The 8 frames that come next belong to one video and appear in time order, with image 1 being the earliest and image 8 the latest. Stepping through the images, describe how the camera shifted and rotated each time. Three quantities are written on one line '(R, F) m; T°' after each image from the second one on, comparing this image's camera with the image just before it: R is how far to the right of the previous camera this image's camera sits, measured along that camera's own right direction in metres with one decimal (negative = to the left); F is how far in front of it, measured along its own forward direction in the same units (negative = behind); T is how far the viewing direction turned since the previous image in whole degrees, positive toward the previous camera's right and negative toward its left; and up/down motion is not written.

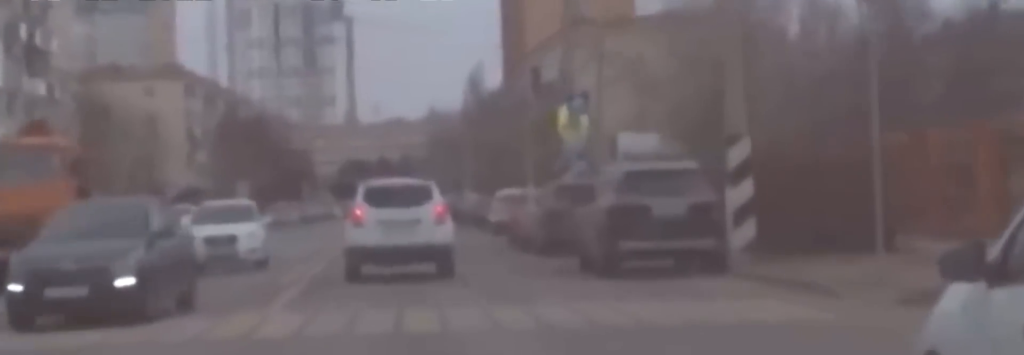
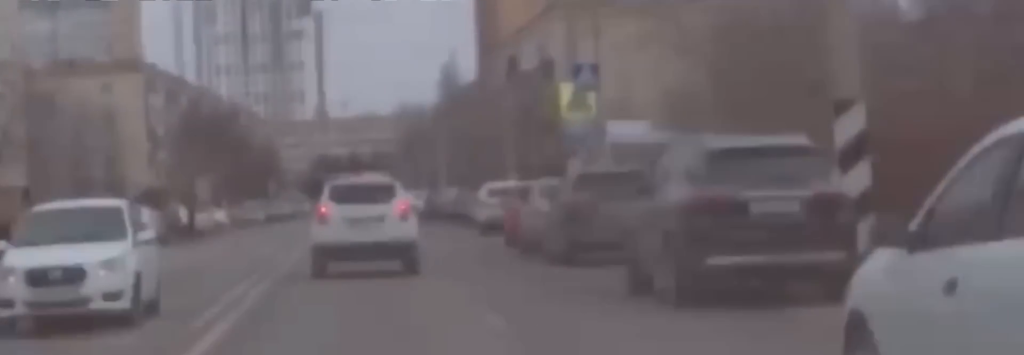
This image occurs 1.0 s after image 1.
(0.0, +11.5) m; 0°
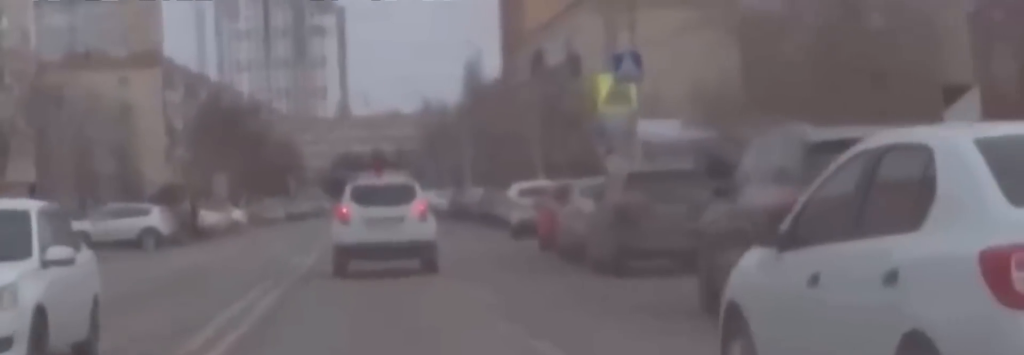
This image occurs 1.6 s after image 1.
(-0.3, +5.4) m; 0°
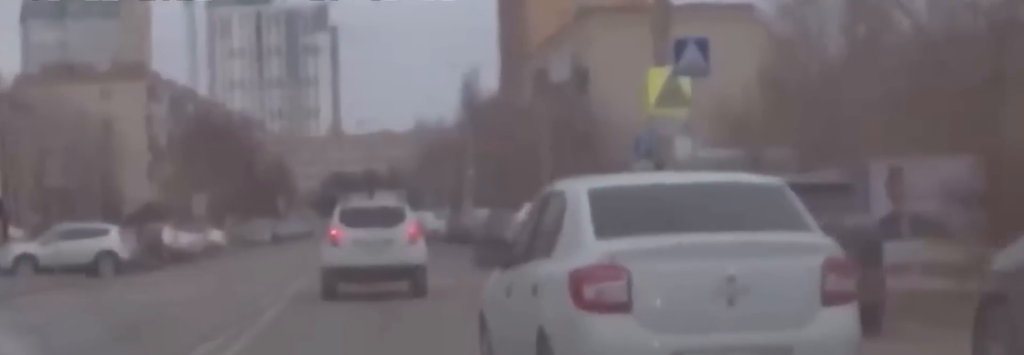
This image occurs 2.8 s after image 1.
(+0.8, +12.0) m; +4°
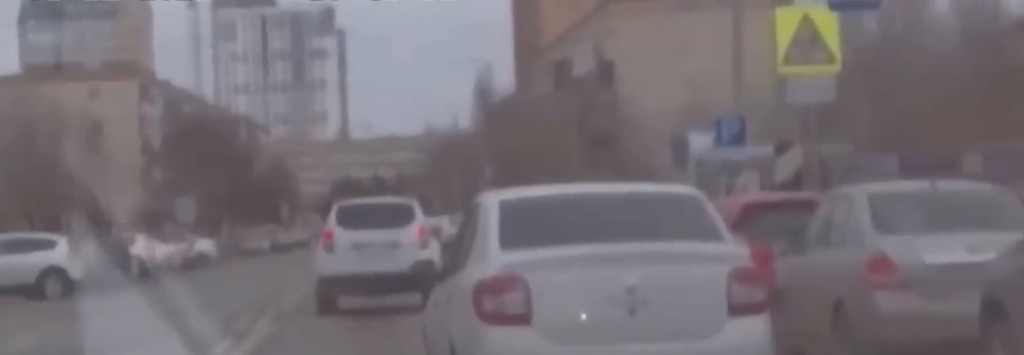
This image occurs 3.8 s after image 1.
(0.0, +9.5) m; 0°
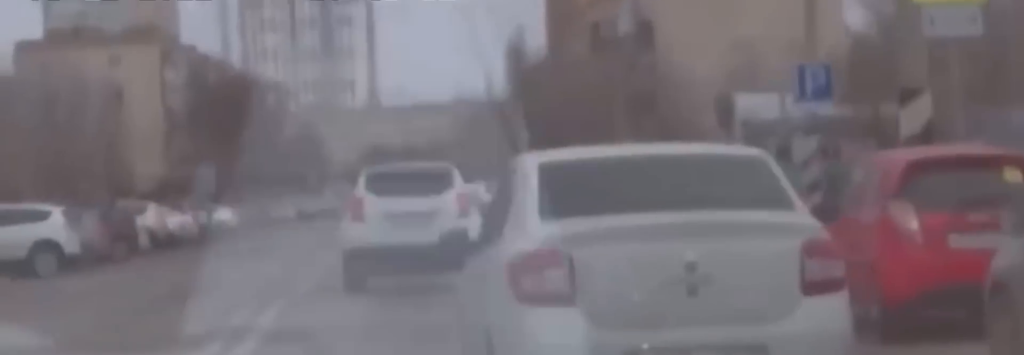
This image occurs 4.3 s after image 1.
(0.0, +3.7) m; 0°
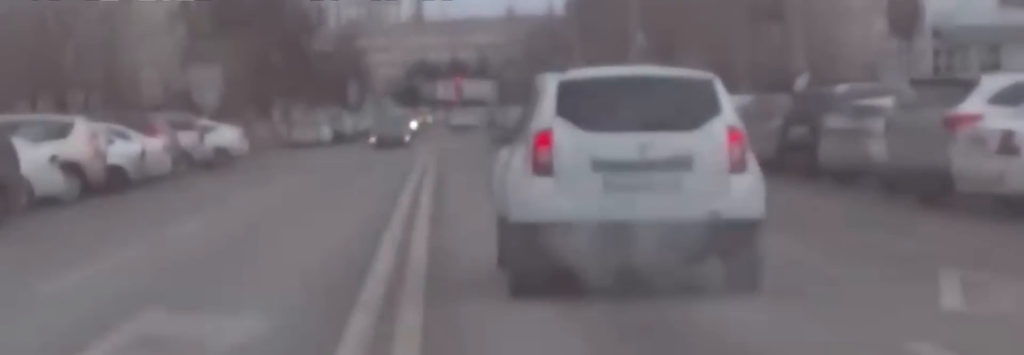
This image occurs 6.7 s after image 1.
(0.0, +22.5) m; -1°
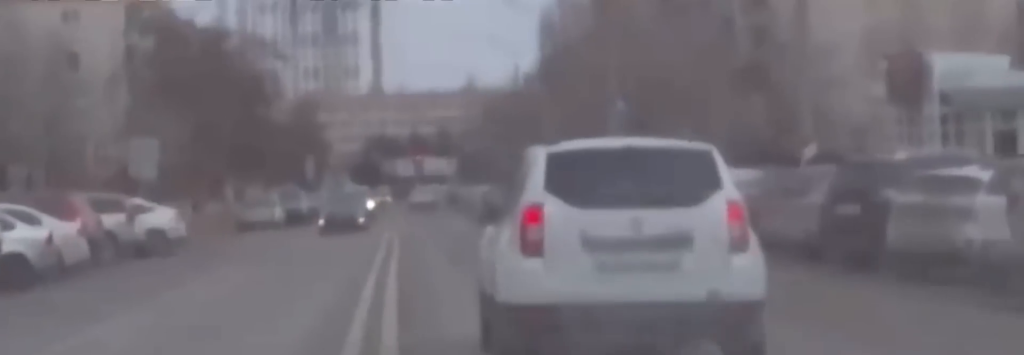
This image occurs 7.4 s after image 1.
(+0.1, +6.9) m; -3°
